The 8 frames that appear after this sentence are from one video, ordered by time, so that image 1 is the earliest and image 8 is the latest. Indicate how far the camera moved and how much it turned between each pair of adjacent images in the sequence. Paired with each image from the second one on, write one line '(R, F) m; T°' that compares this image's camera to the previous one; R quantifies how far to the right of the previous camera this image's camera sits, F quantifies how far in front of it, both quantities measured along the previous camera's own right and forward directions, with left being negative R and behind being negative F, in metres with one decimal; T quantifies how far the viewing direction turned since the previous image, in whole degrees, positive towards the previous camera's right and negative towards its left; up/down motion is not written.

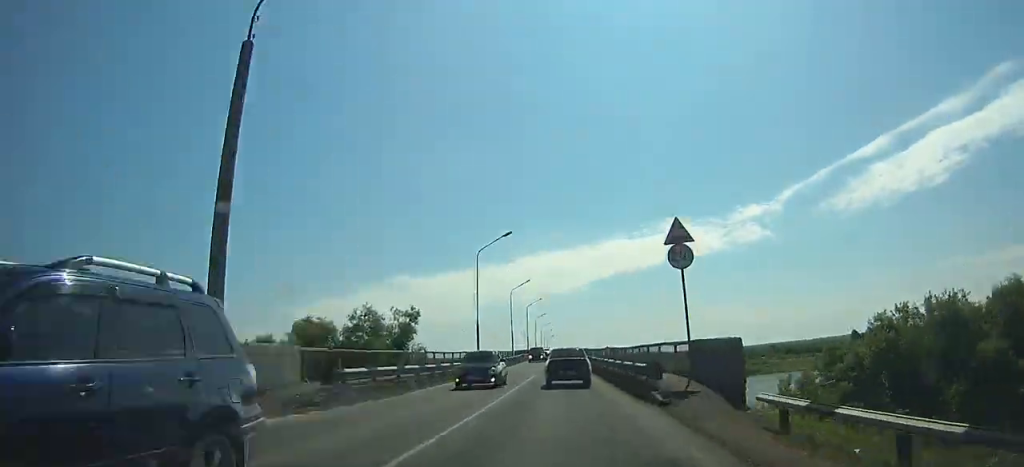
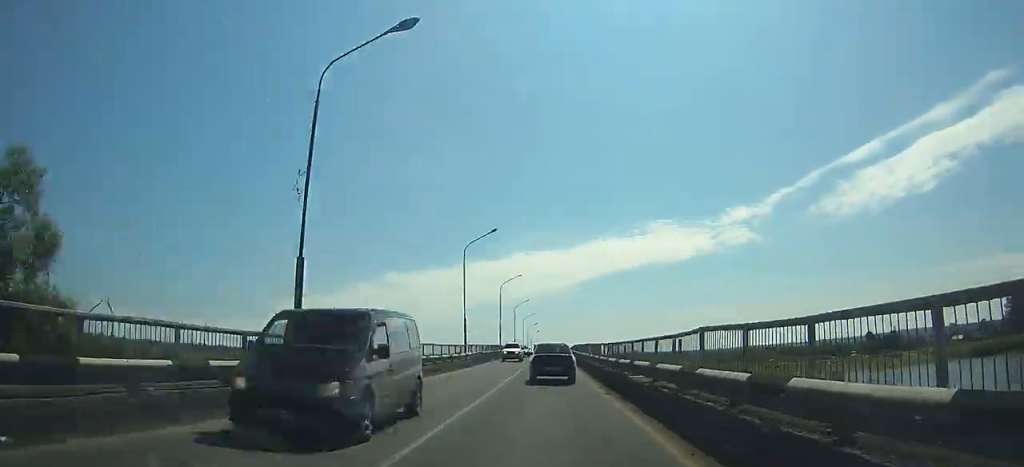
(+0.3, +34.8) m; 0°
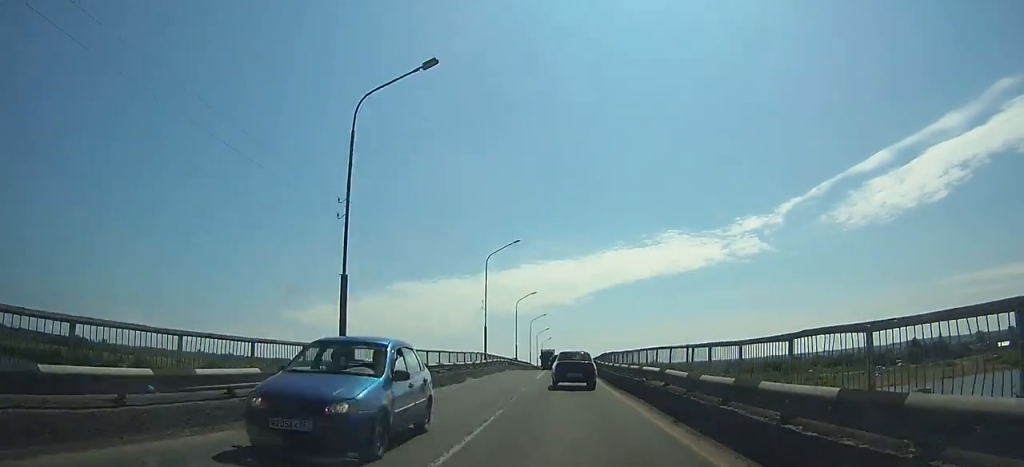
(-0.1, +32.0) m; 0°
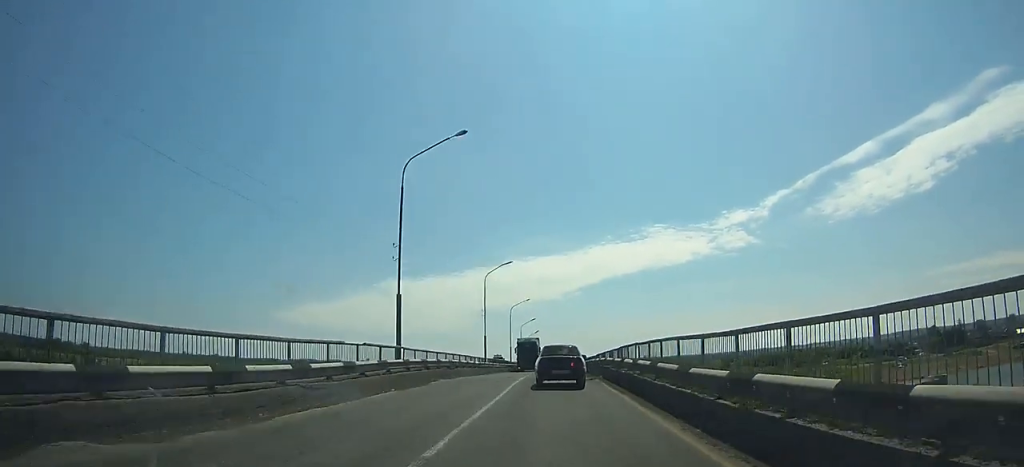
(0.0, +21.7) m; 0°
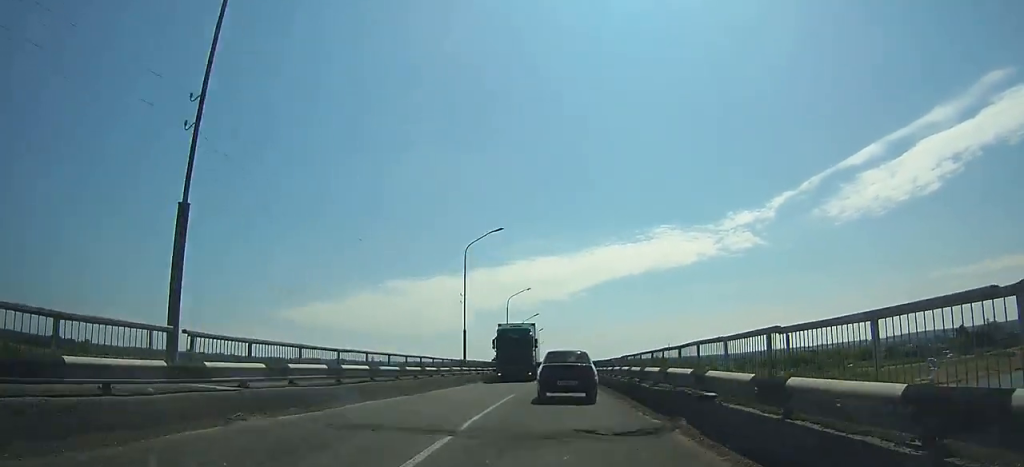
(0.0, +13.7) m; 0°
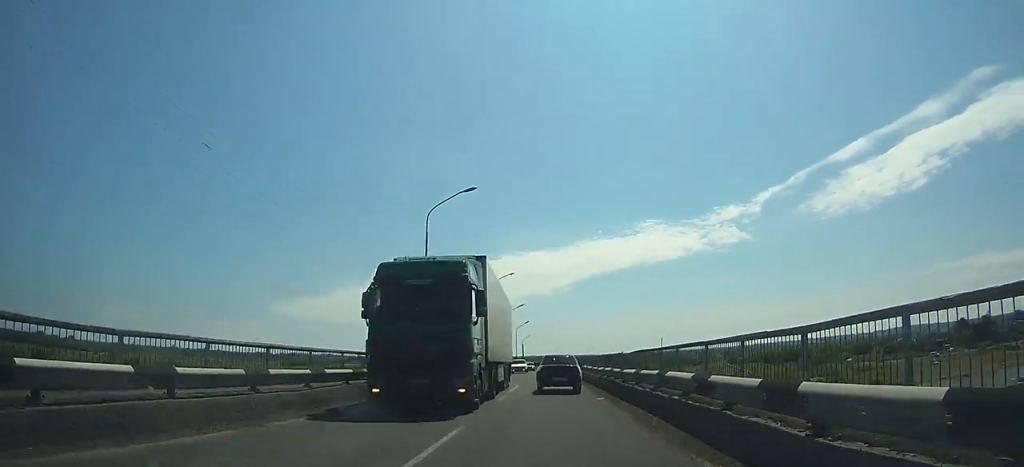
(0.0, +13.6) m; 0°
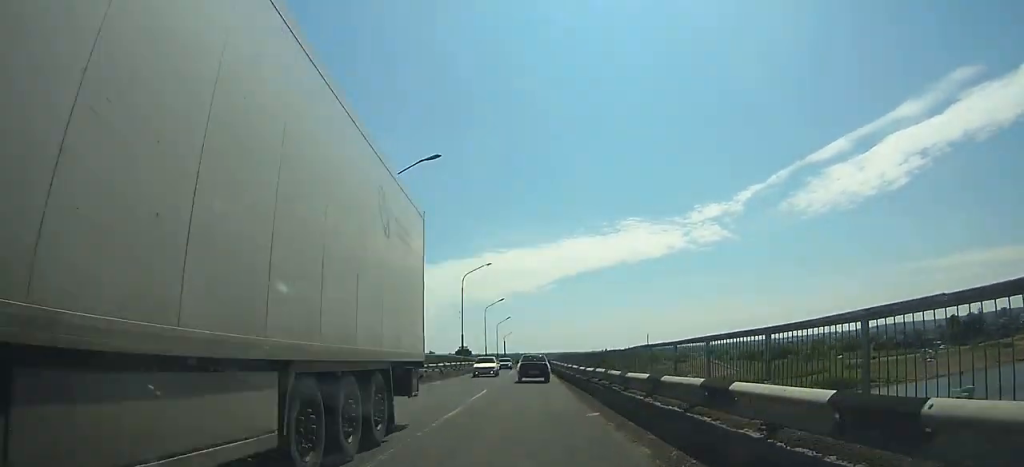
(-0.1, +10.0) m; 0°
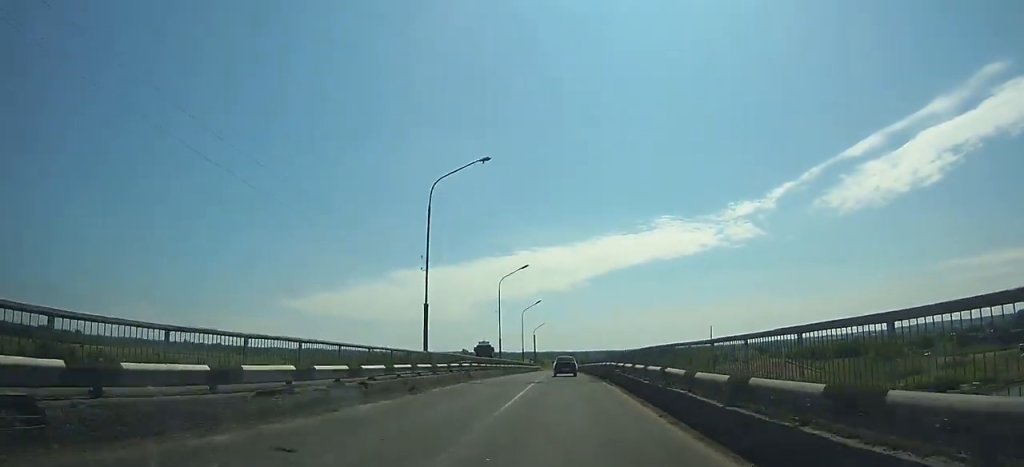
(-0.2, +34.1) m; 0°
